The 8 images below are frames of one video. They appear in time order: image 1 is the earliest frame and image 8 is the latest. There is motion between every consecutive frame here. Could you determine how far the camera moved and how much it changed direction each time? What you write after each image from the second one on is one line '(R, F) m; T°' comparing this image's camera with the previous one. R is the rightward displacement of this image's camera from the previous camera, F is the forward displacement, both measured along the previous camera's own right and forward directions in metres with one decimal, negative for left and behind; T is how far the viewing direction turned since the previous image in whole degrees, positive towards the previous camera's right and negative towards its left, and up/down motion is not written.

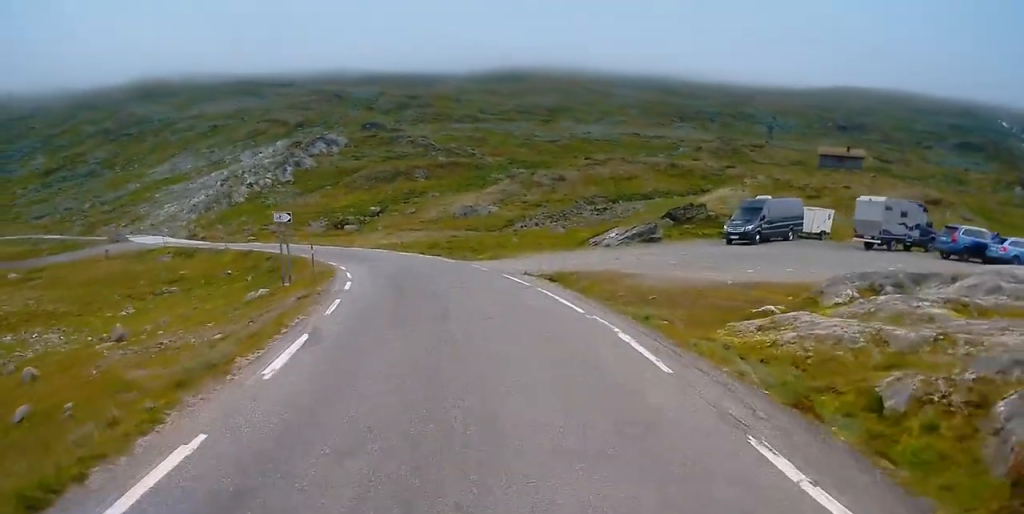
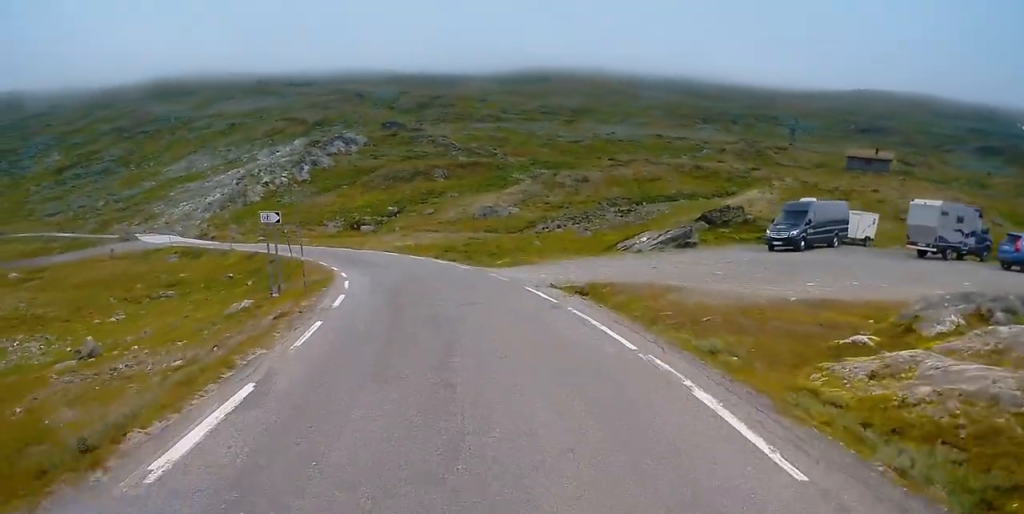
(-0.1, +4.1) m; -1°
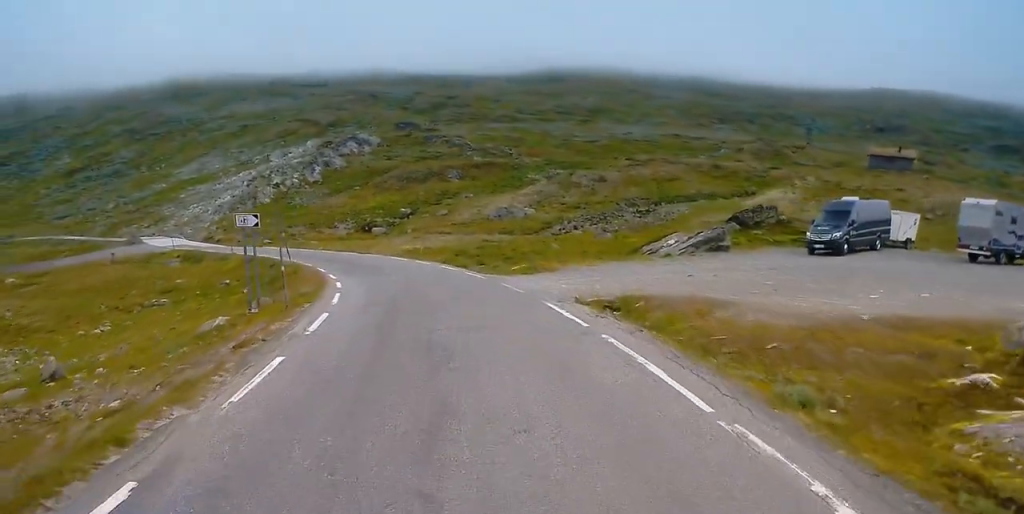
(-0.2, +3.8) m; -1°
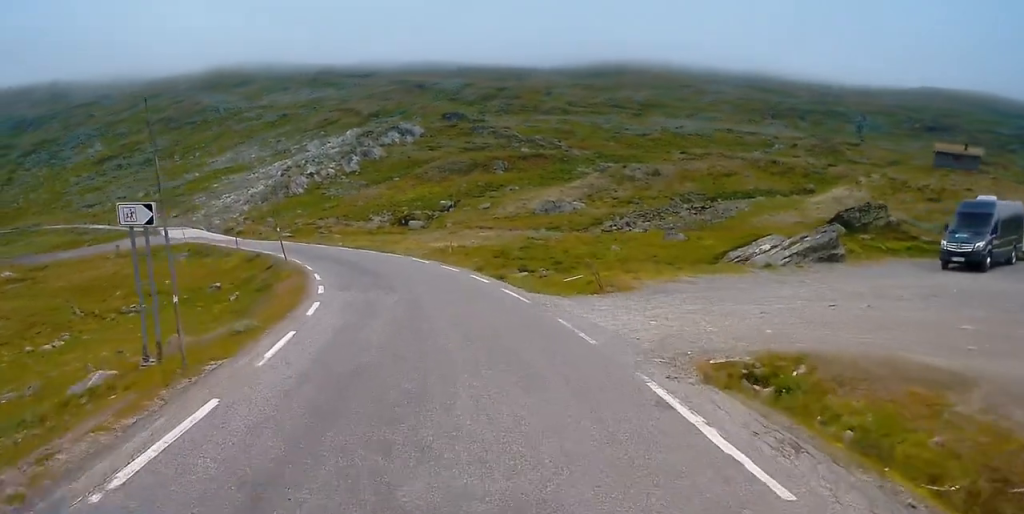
(-0.1, +9.3) m; -5°
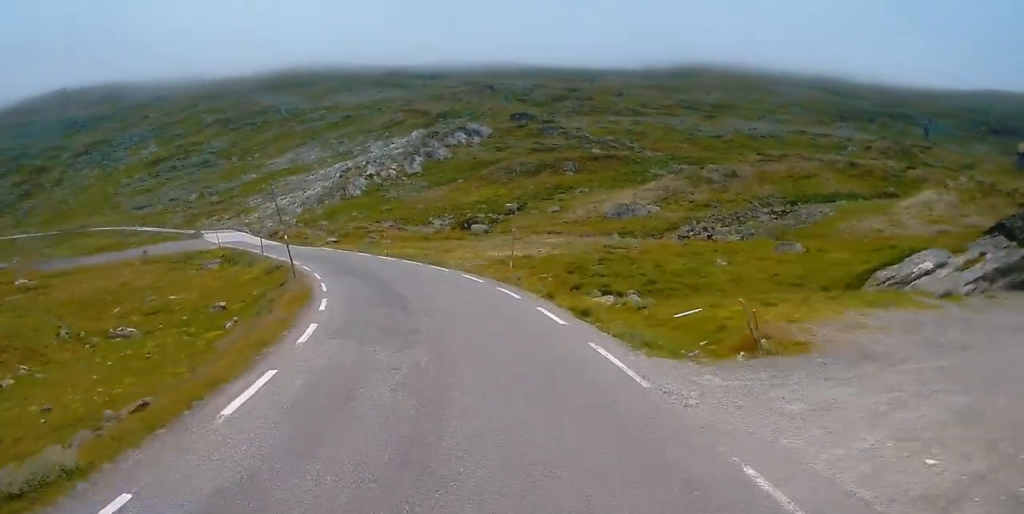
(-0.7, +9.2) m; -4°
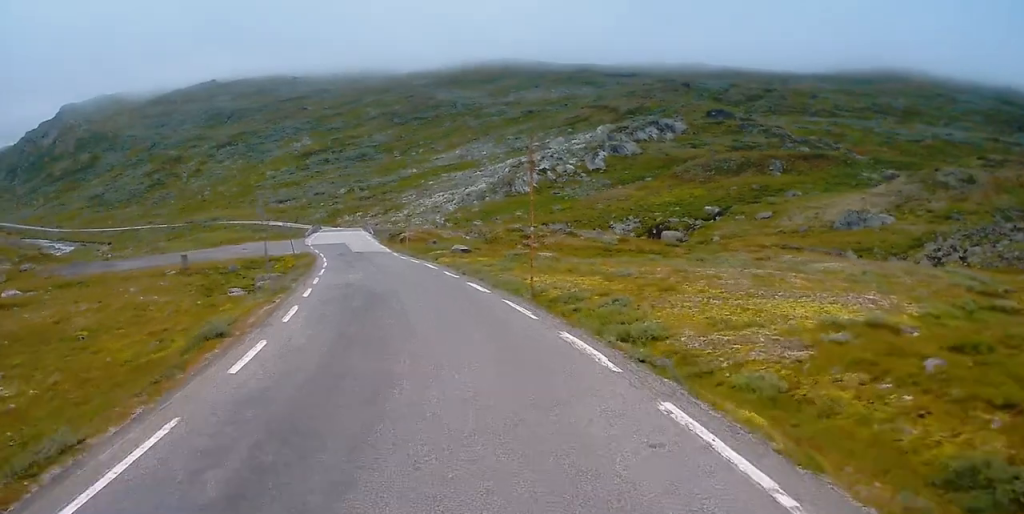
(-2.6, +28.6) m; -12°
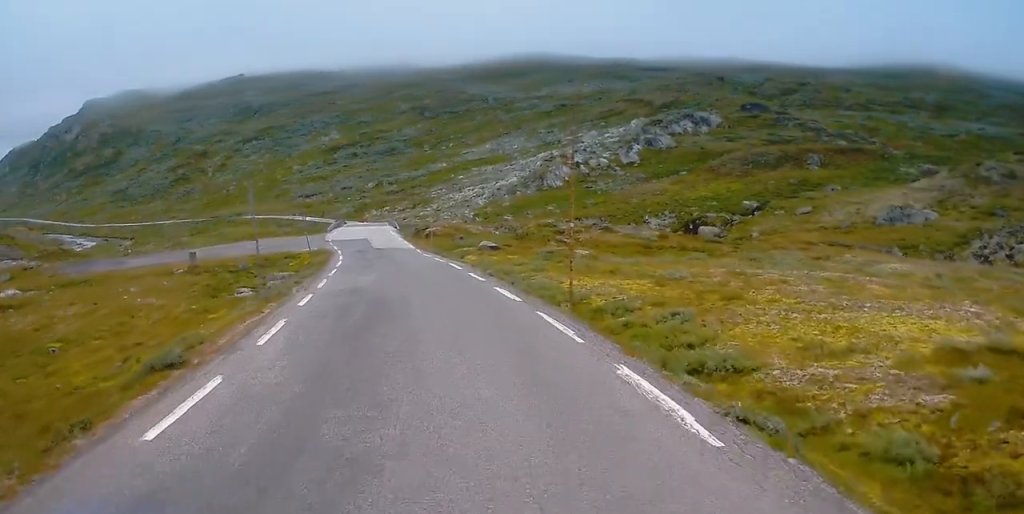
(0.0, +4.0) m; -2°
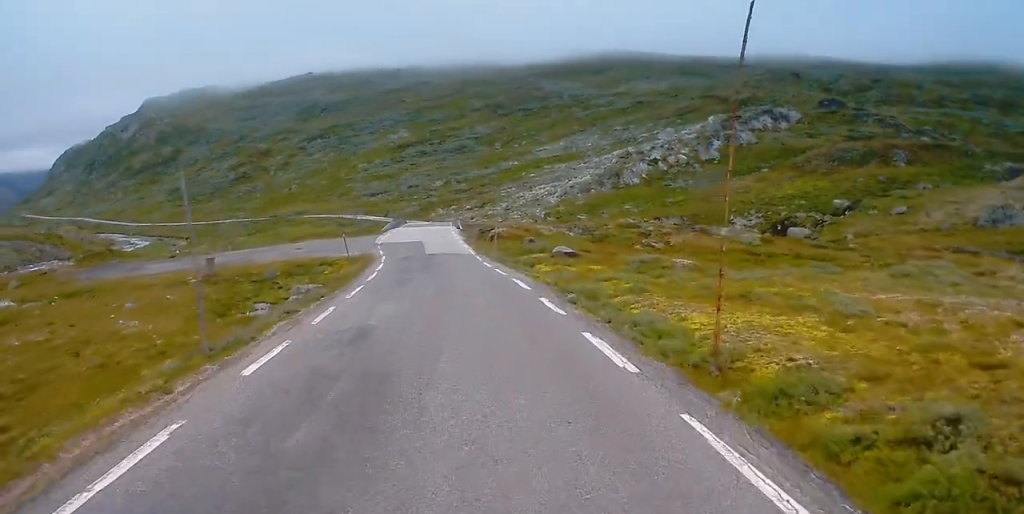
(-0.4, +9.1) m; -5°
